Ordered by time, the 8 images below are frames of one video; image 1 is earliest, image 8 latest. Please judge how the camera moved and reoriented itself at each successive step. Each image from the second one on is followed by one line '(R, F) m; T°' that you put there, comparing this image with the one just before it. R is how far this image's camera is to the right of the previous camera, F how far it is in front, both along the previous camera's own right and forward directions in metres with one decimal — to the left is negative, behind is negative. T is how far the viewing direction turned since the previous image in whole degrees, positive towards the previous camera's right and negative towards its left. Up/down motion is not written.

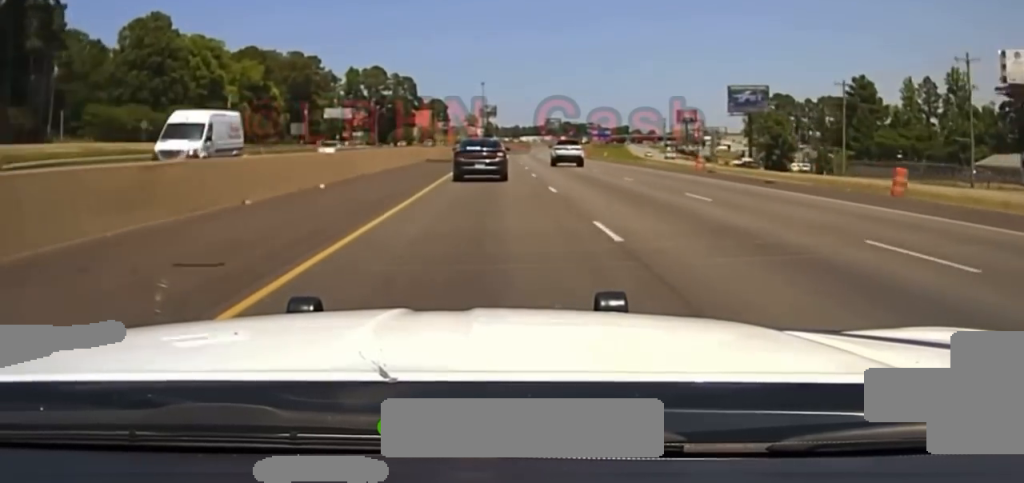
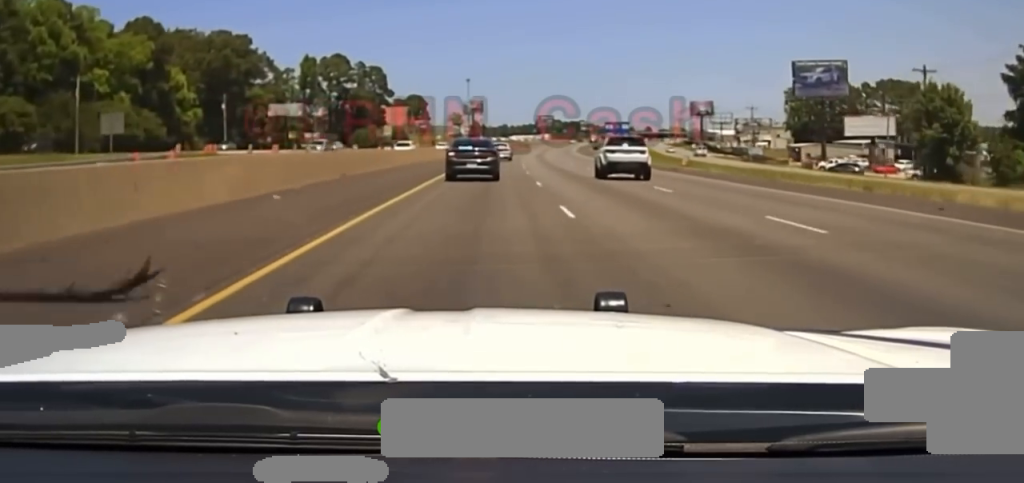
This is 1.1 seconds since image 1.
(0.0, +65.1) m; 0°
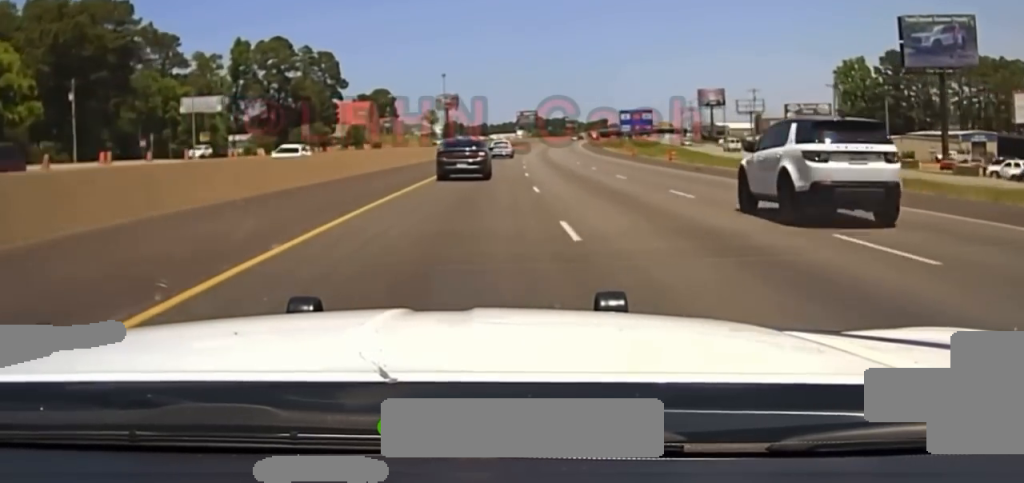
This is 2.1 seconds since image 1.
(+0.3, +55.2) m; +1°
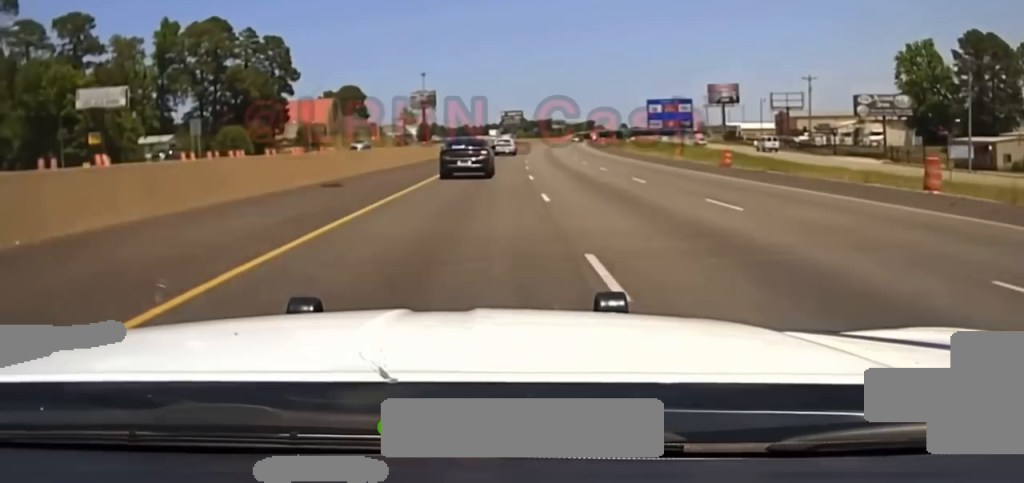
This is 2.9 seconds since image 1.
(+0.4, +37.2) m; +1°
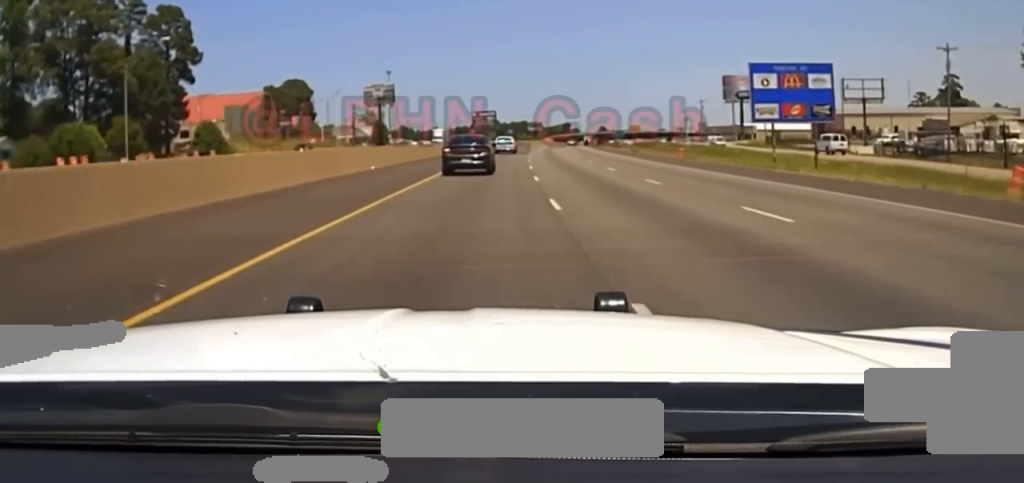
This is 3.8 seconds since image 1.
(+0.6, +45.5) m; +1°
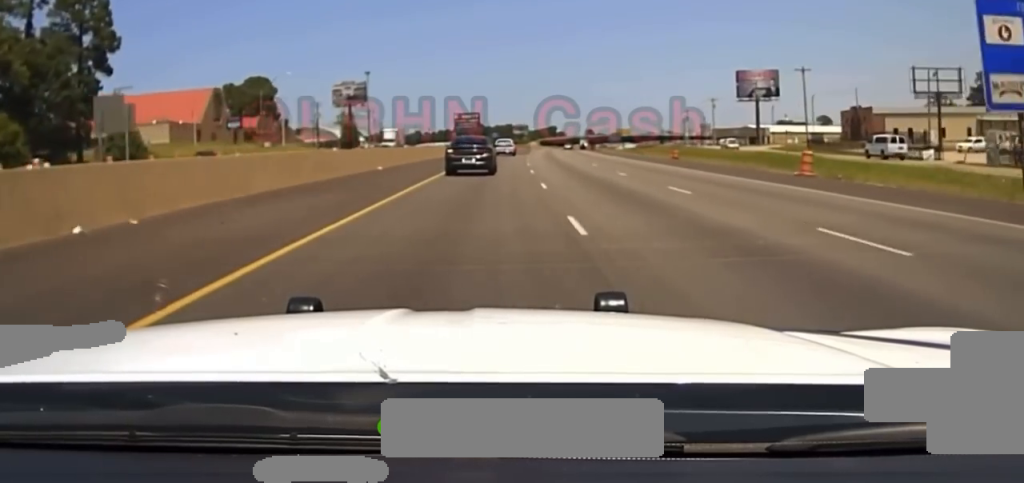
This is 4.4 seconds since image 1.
(+0.1, +25.4) m; +1°
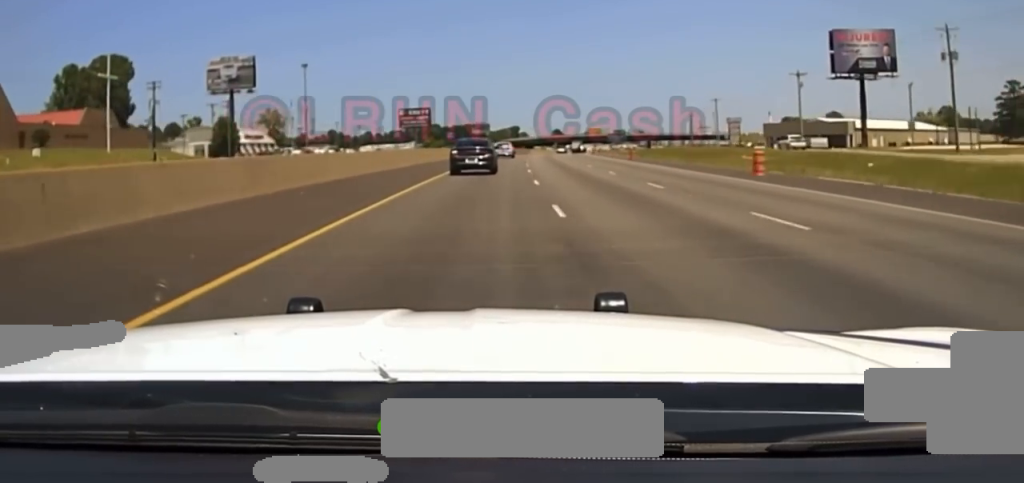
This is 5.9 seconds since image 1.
(+2.1, +78.8) m; +3°
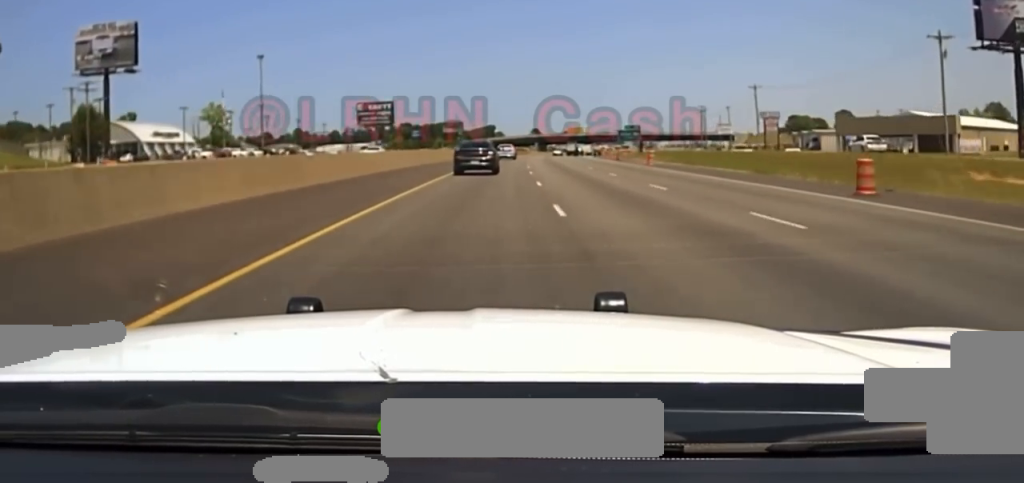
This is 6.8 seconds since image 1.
(+0.7, +48.3) m; +2°
